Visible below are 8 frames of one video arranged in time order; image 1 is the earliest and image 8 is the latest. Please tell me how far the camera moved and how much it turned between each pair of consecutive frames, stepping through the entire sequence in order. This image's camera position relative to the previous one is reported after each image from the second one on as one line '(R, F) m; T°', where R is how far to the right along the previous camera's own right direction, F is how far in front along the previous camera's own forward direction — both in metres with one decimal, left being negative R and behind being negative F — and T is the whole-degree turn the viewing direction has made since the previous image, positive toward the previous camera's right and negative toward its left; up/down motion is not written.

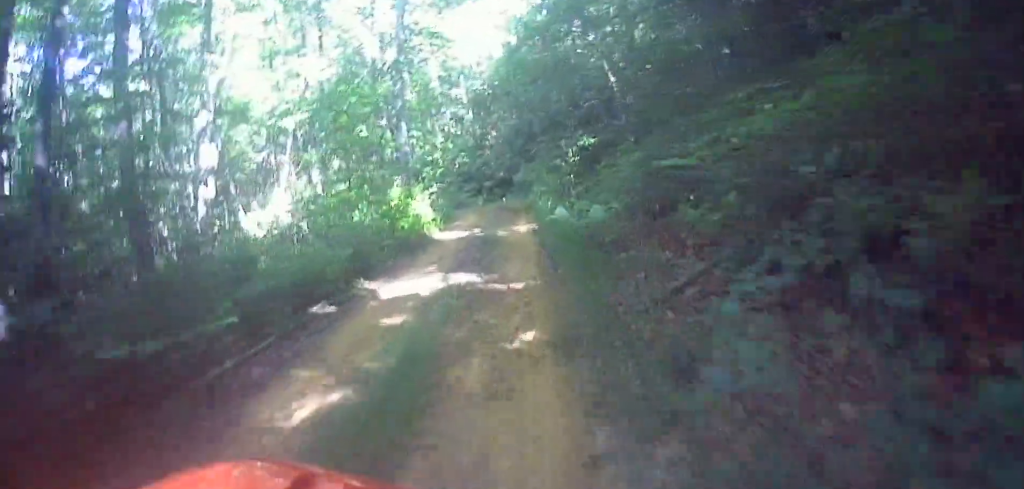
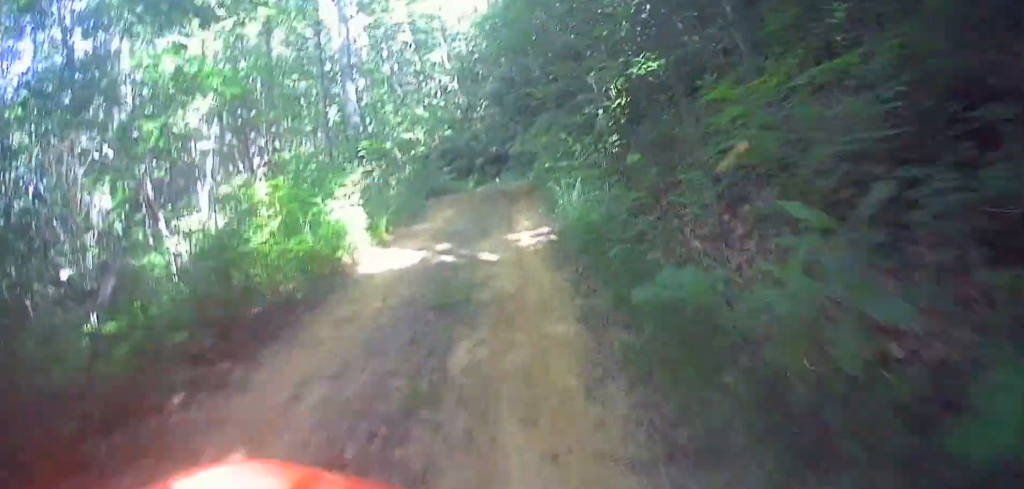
(+0.9, +5.8) m; +14°
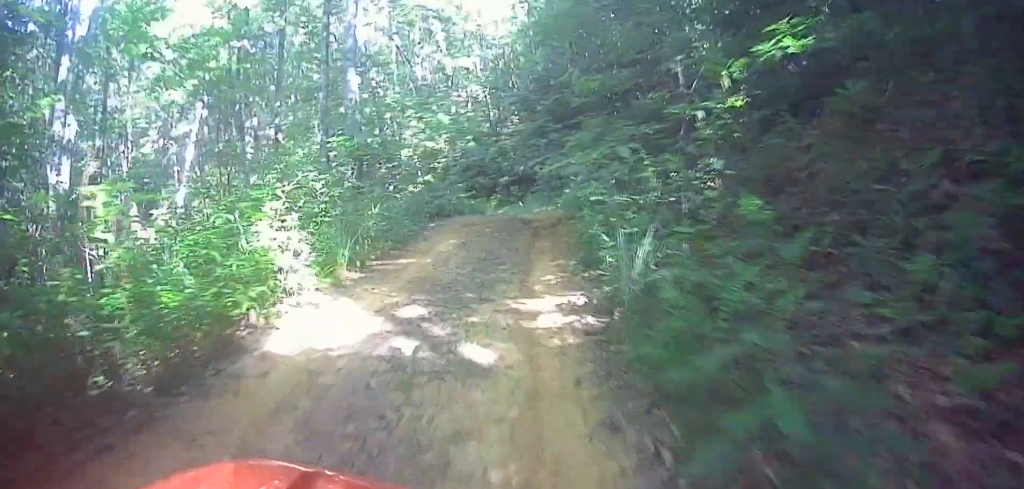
(+0.2, +2.9) m; -2°
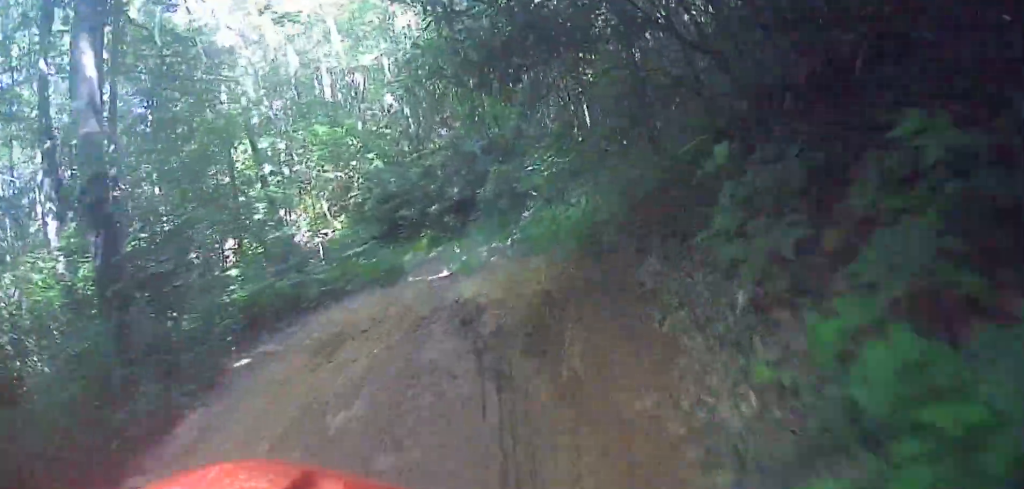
(-0.8, +8.8) m; +1°
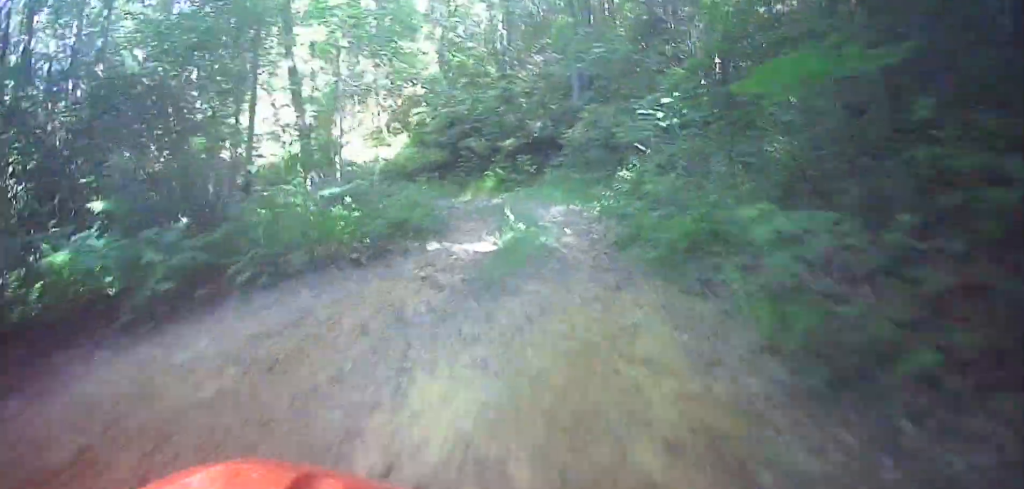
(+1.0, +5.5) m; +11°
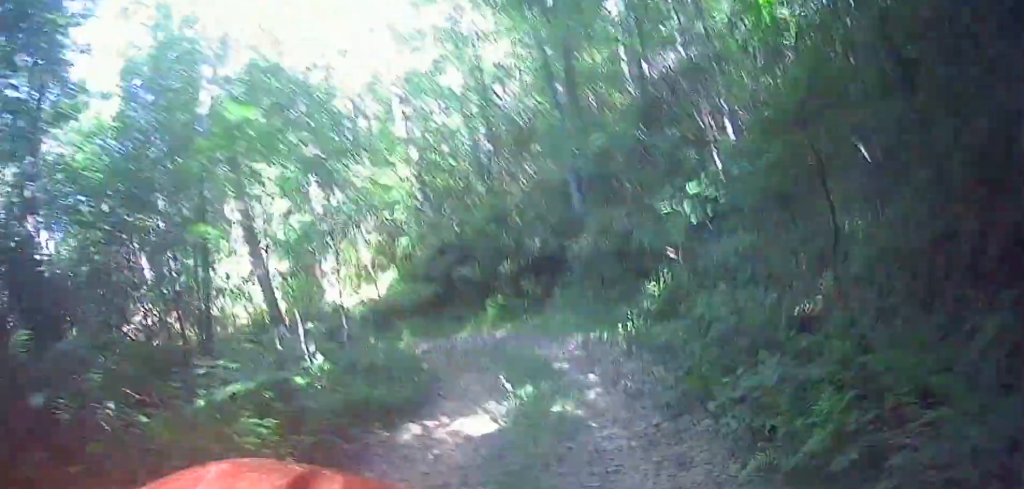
(0.0, +2.8) m; 0°
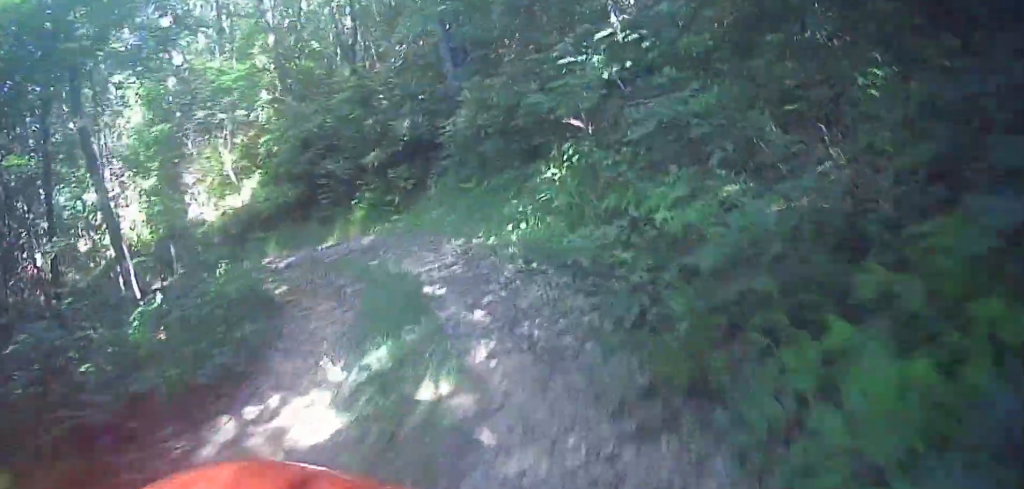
(0.0, +2.6) m; 0°
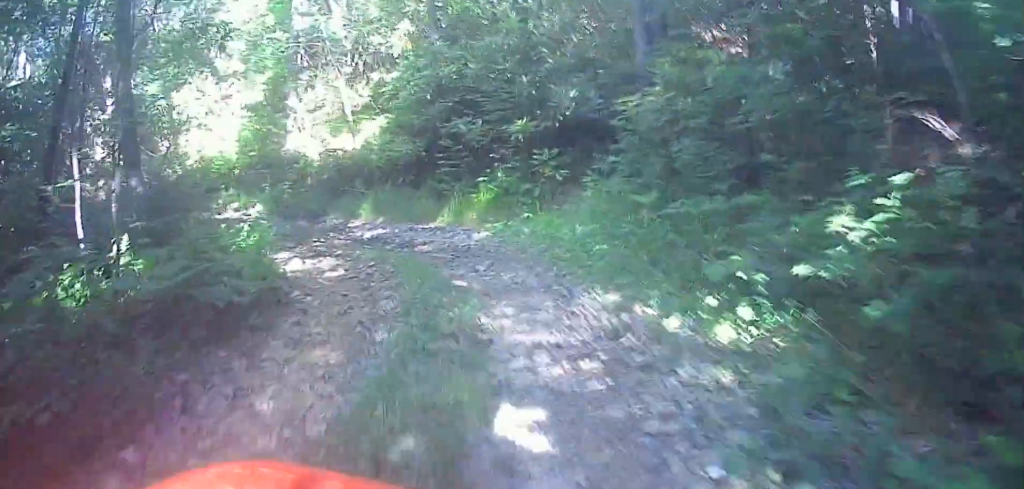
(0.0, +4.7) m; 0°
